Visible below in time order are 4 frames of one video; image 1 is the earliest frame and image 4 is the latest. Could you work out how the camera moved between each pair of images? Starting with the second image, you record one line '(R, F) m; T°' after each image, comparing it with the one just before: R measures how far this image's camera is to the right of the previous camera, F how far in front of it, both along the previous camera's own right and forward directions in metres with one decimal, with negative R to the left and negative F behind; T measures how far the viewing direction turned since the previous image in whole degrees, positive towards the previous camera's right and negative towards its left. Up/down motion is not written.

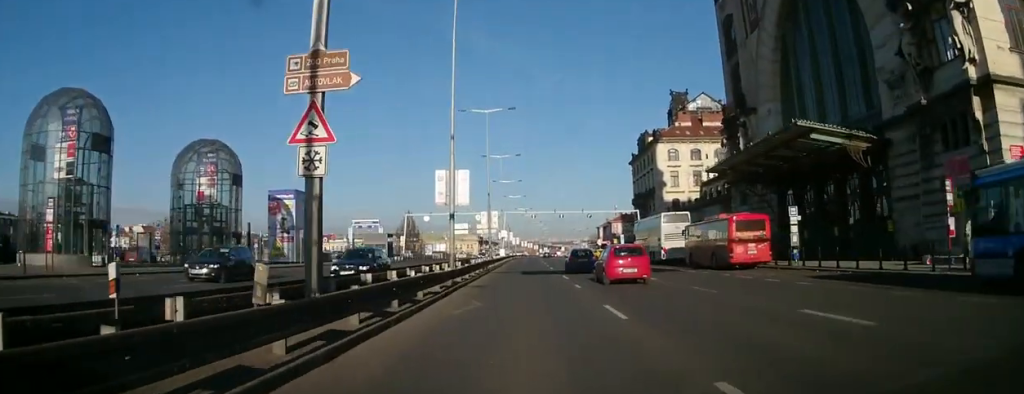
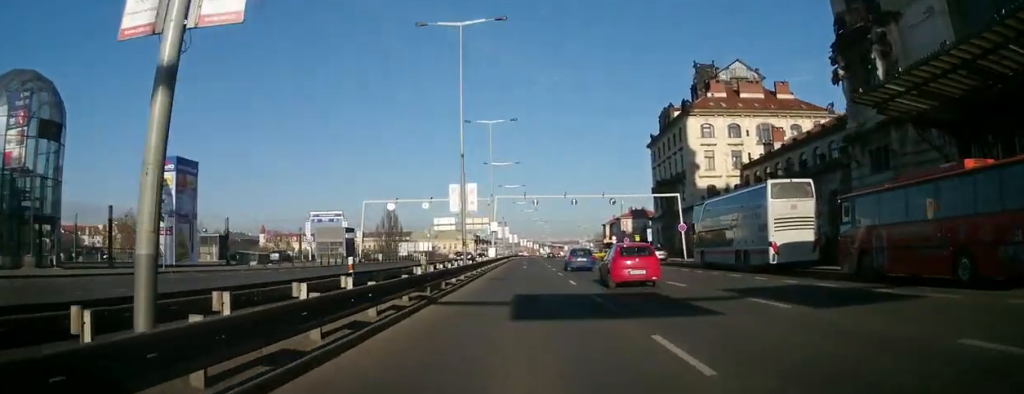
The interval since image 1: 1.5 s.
(-0.2, +23.2) m; +1°
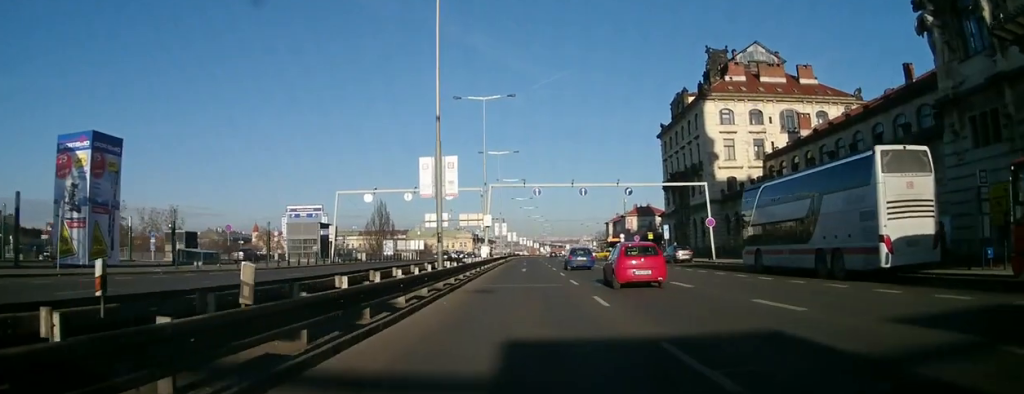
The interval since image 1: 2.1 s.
(+0.1, +10.0) m; 0°
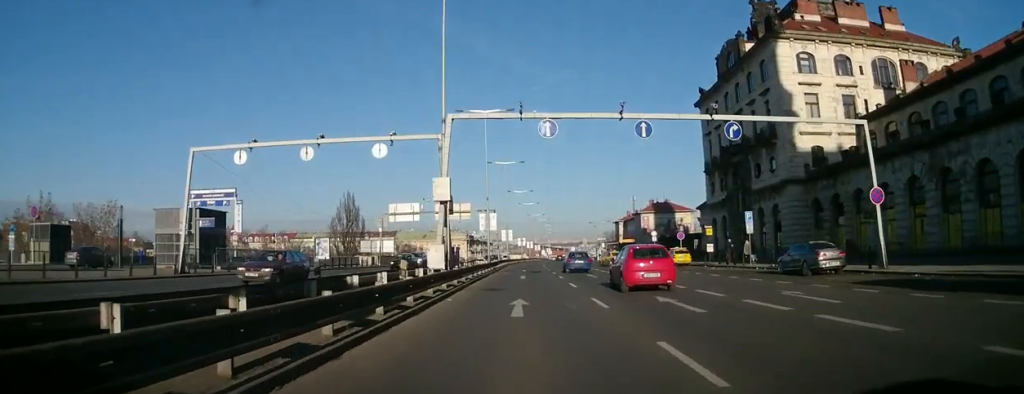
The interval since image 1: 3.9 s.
(-0.5, +28.0) m; 0°
